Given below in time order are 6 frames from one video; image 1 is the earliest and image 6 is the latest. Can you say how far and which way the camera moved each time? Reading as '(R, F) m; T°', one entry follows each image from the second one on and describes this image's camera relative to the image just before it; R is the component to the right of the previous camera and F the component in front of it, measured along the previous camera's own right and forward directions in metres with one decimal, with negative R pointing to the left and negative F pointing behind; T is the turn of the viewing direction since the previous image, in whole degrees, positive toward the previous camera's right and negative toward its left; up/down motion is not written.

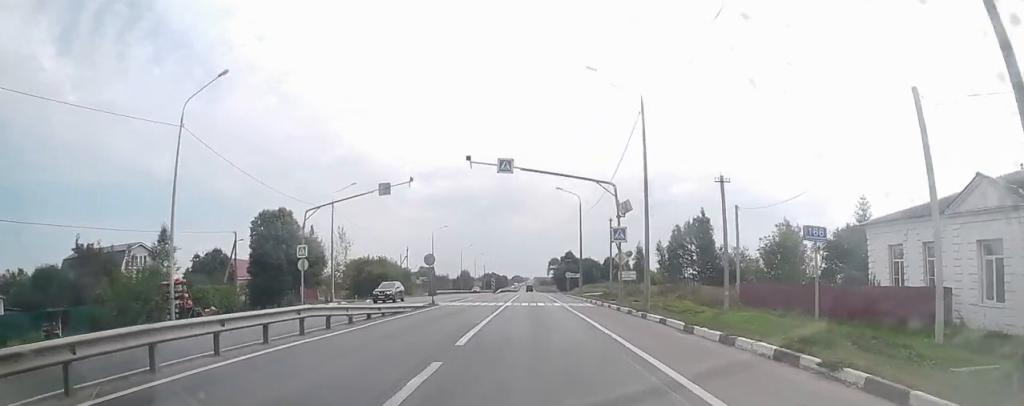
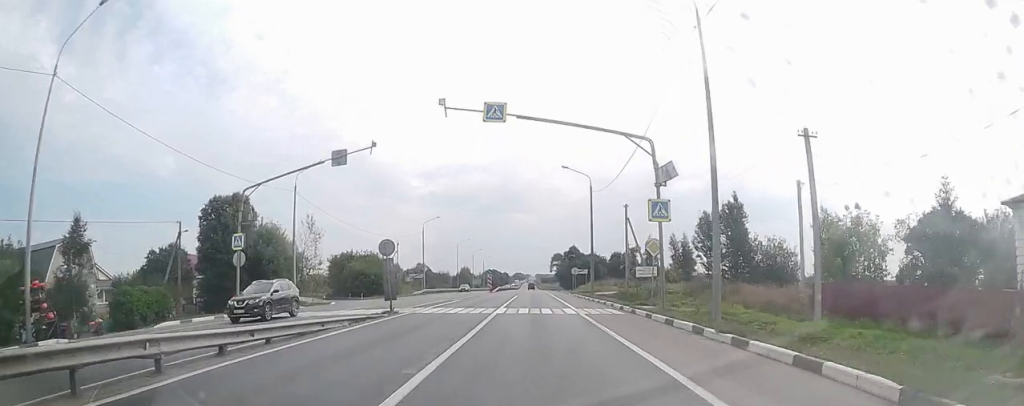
(-0.2, +9.8) m; 0°
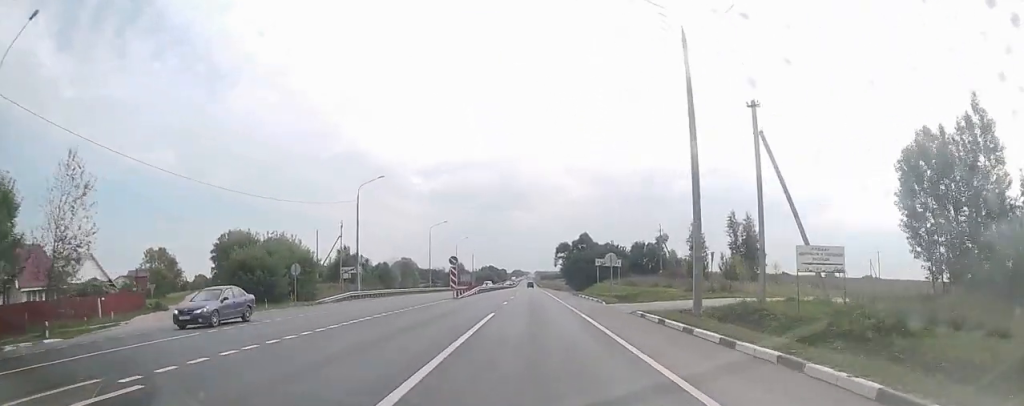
(+0.8, +32.9) m; +1°
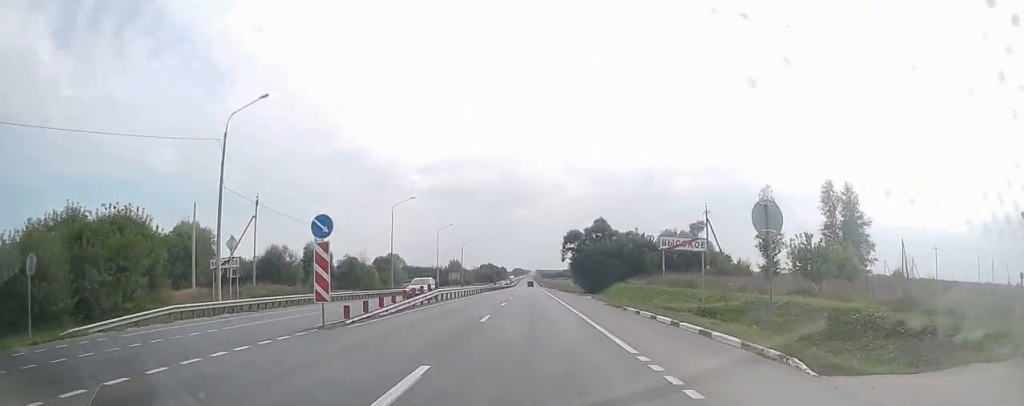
(+0.1, +25.9) m; +1°
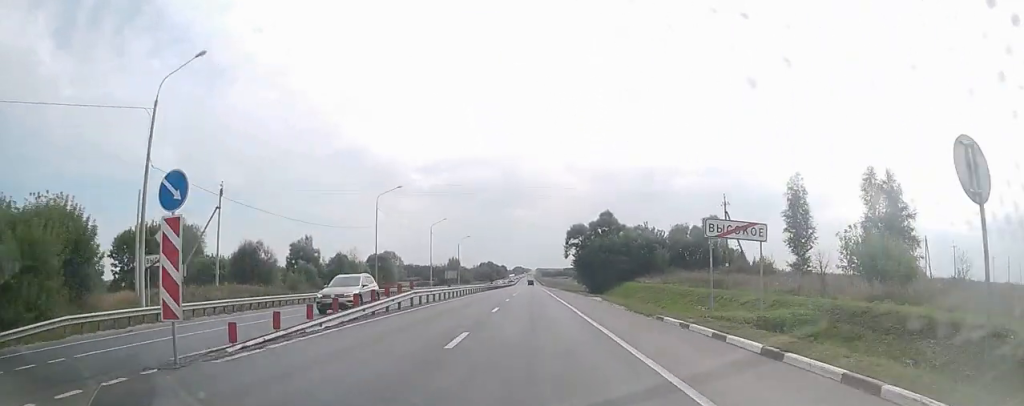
(0.0, +7.0) m; -1°
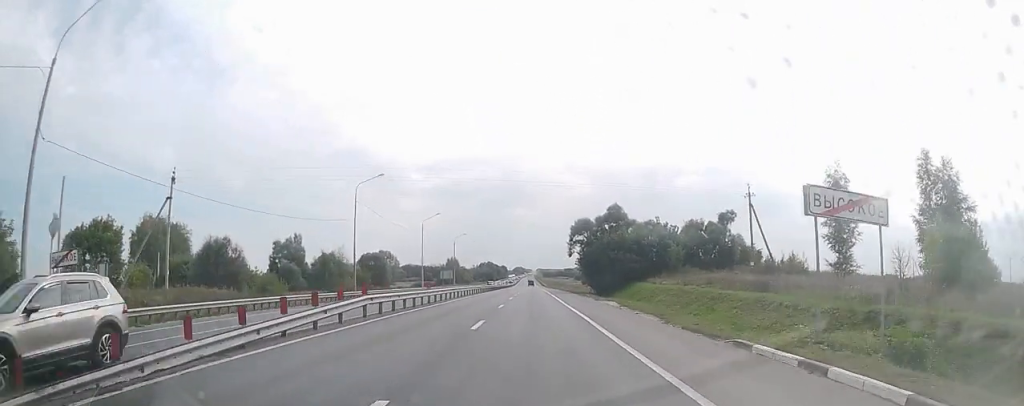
(+0.1, +7.5) m; -1°
